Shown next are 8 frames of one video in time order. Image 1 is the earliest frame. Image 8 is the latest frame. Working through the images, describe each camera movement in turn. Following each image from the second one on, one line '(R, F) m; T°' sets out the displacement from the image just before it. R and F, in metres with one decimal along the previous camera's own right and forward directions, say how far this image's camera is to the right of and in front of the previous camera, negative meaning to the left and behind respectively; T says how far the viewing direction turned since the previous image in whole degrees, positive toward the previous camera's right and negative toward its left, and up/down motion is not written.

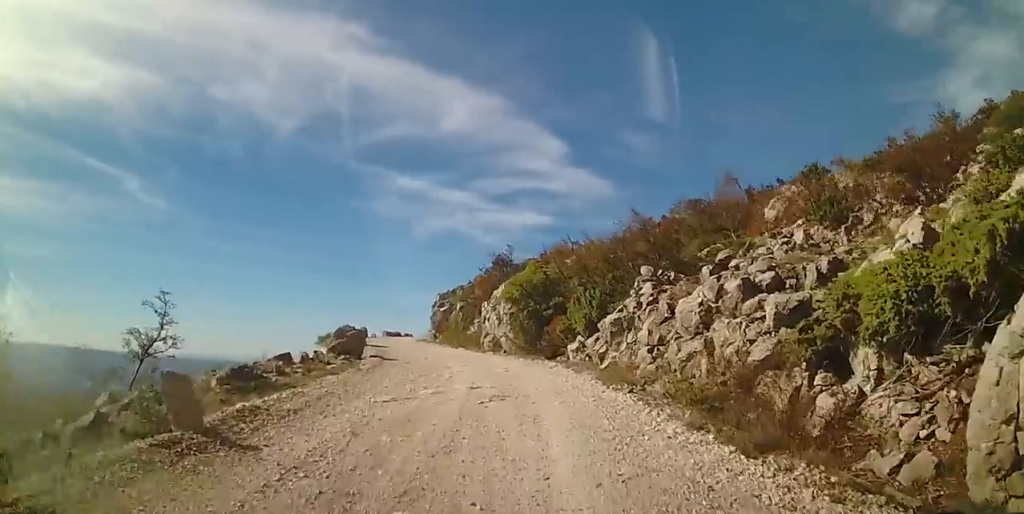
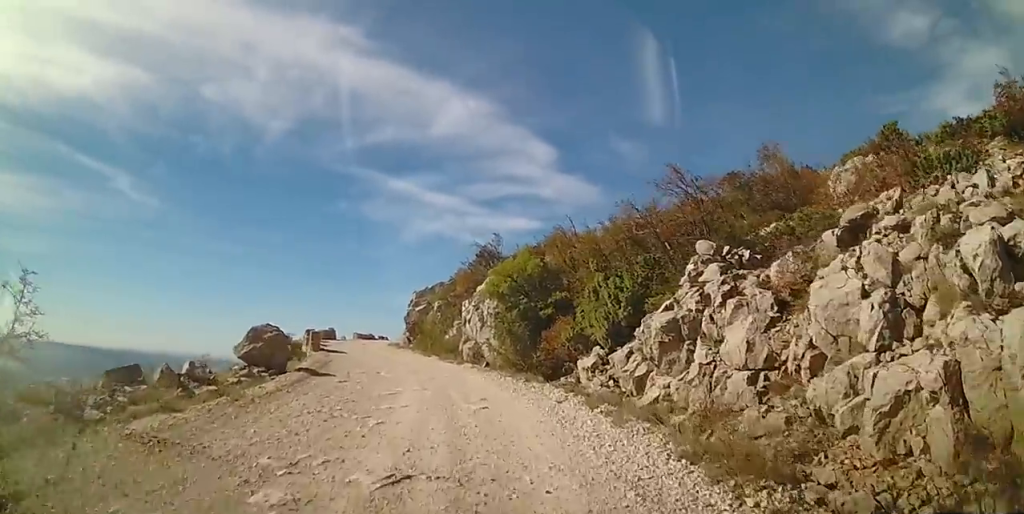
(0.0, +6.3) m; +2°
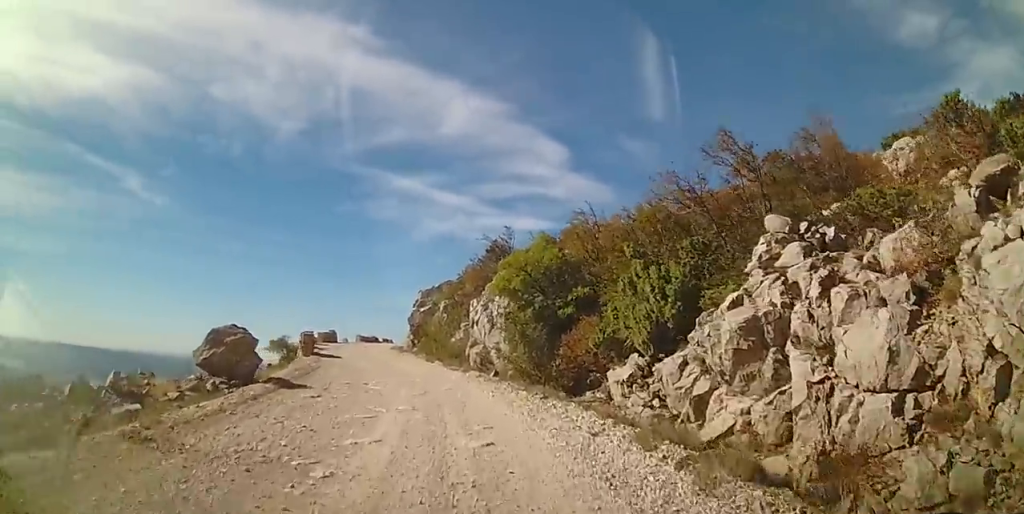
(+0.1, +2.7) m; +2°
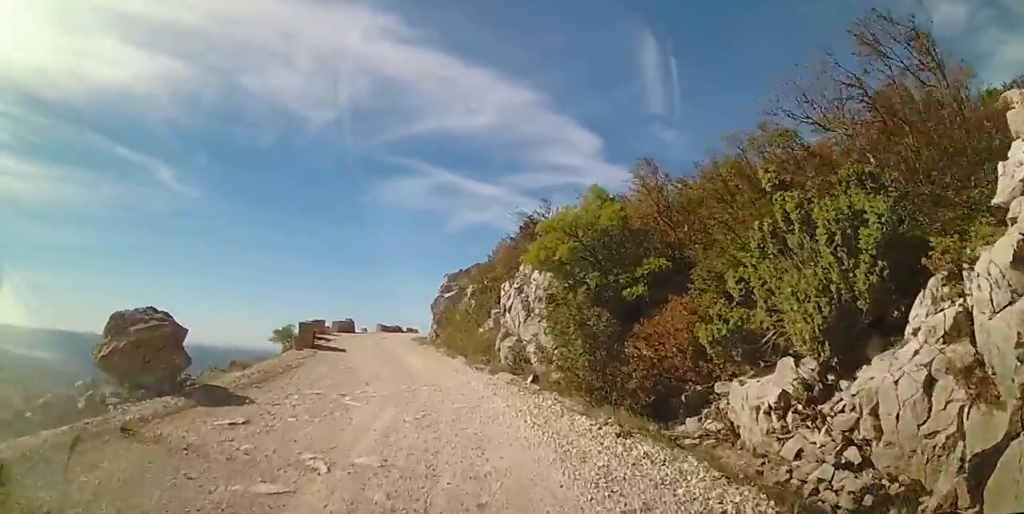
(0.0, +4.6) m; -5°
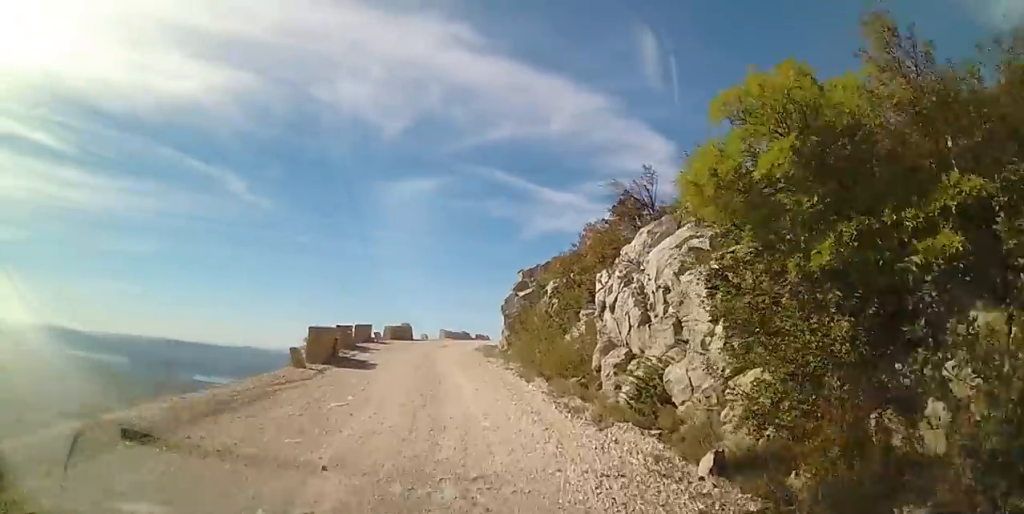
(-0.6, +6.6) m; -6°
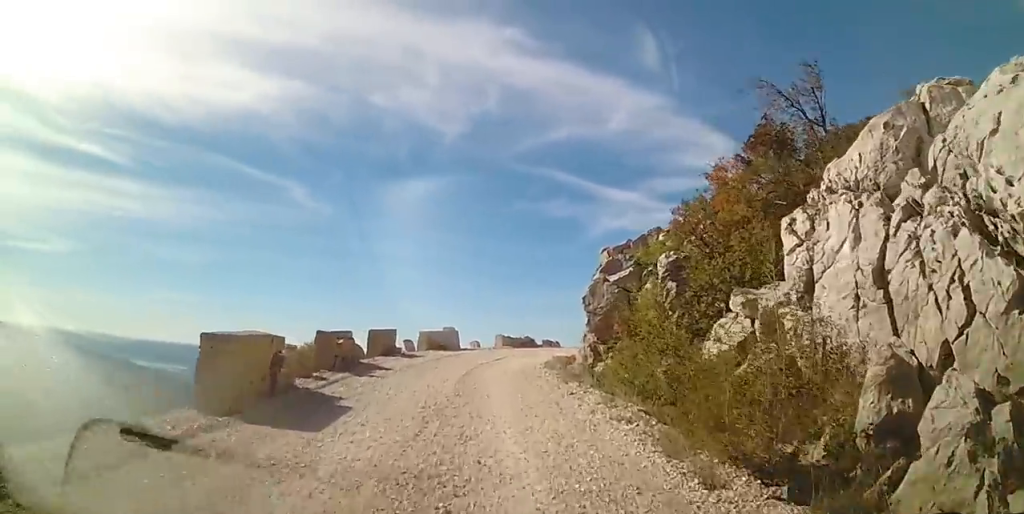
(+0.1, +8.5) m; -1°
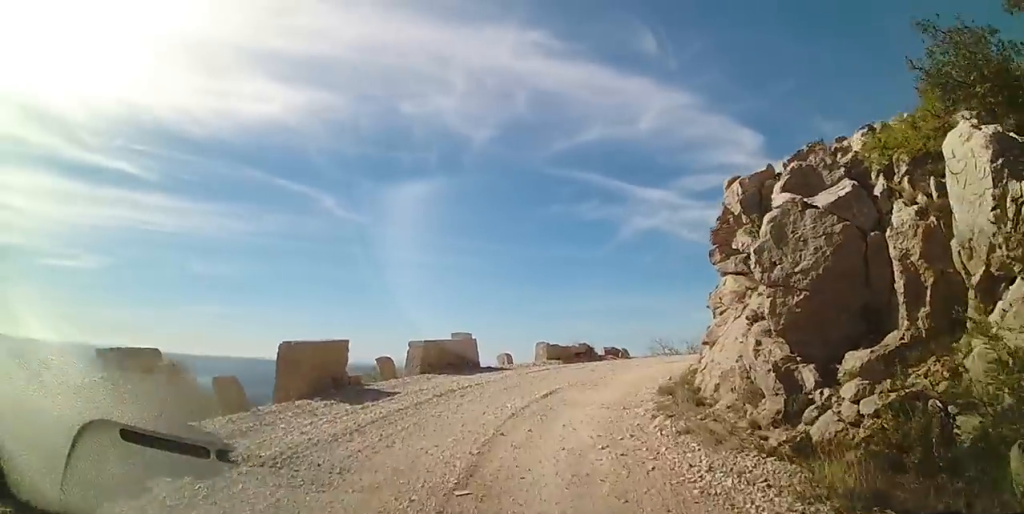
(-0.8, +9.9) m; -5°
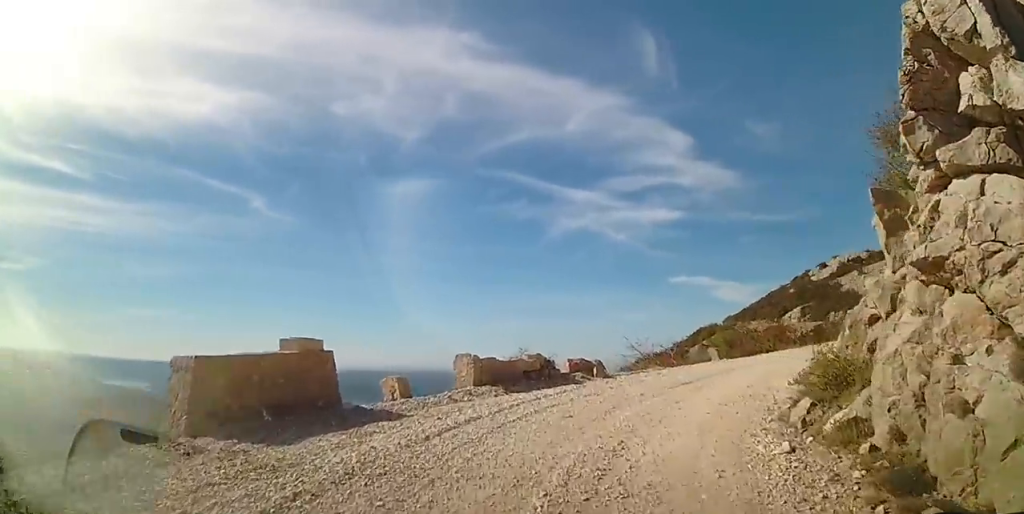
(+0.1, +7.8) m; 0°
